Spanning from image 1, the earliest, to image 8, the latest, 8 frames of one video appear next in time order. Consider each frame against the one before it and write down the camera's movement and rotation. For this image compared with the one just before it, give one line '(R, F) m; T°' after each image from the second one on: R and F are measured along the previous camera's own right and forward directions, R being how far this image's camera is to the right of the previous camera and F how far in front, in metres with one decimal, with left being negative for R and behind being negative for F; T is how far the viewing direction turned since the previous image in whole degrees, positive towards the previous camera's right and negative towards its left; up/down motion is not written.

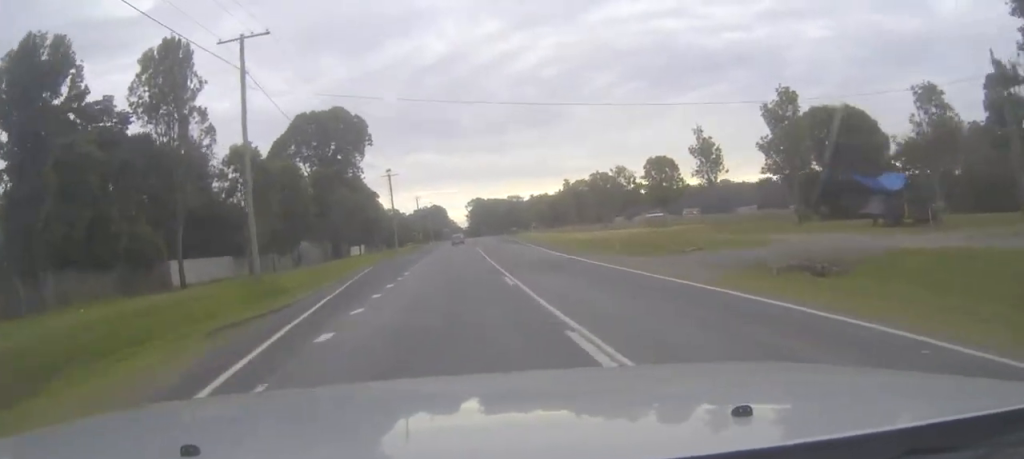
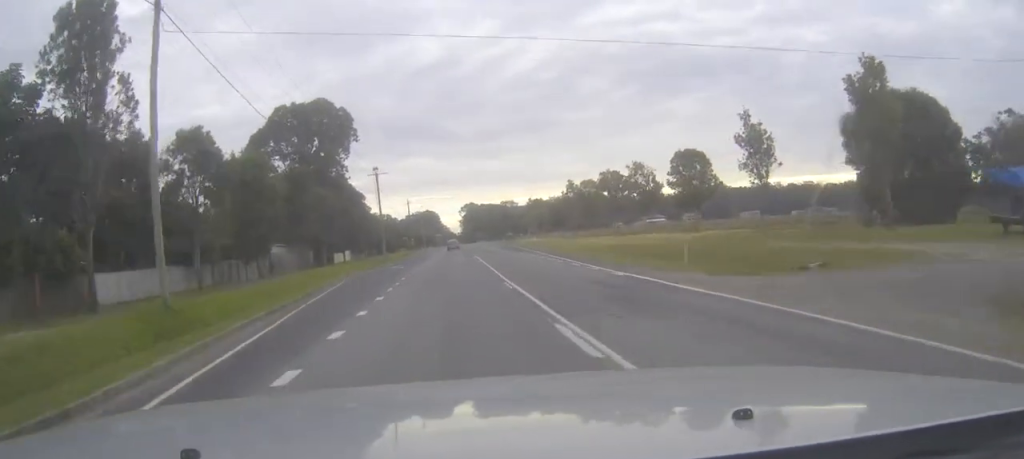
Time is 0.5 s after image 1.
(0.0, +10.7) m; 0°
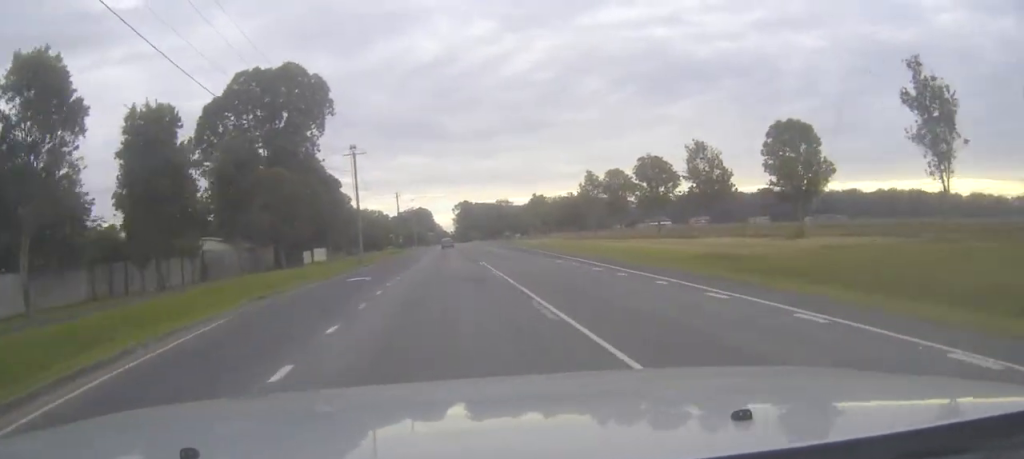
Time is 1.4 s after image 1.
(0.0, +20.0) m; 0°
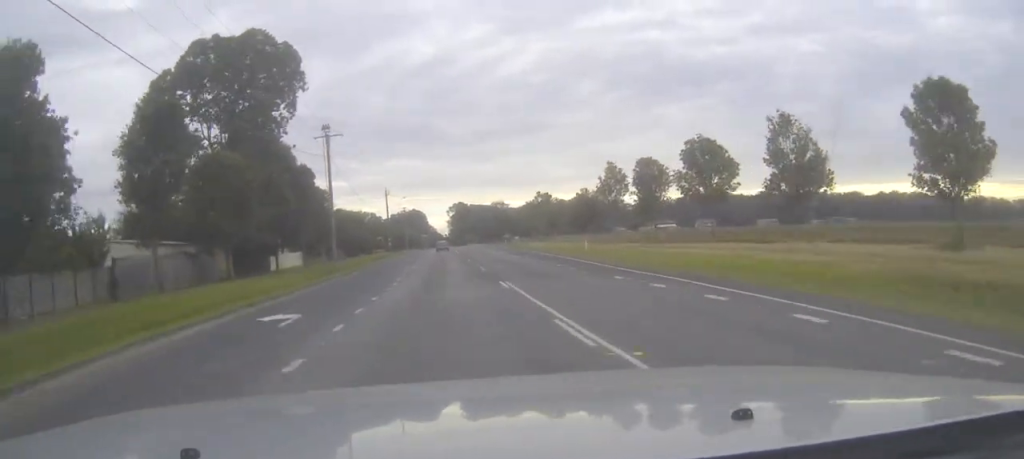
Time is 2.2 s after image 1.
(0.0, +15.7) m; 0°
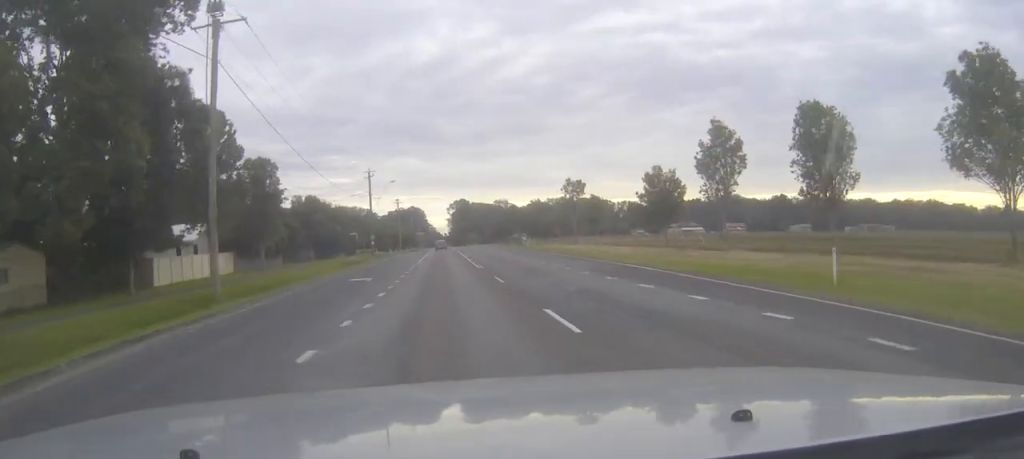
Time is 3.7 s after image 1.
(0.0, +33.4) m; 0°
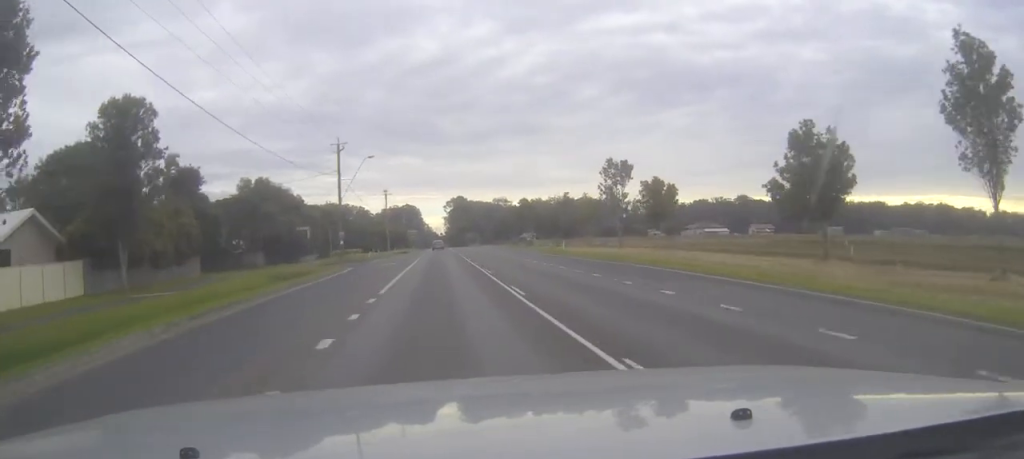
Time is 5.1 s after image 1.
(+0.1, +29.3) m; 0°
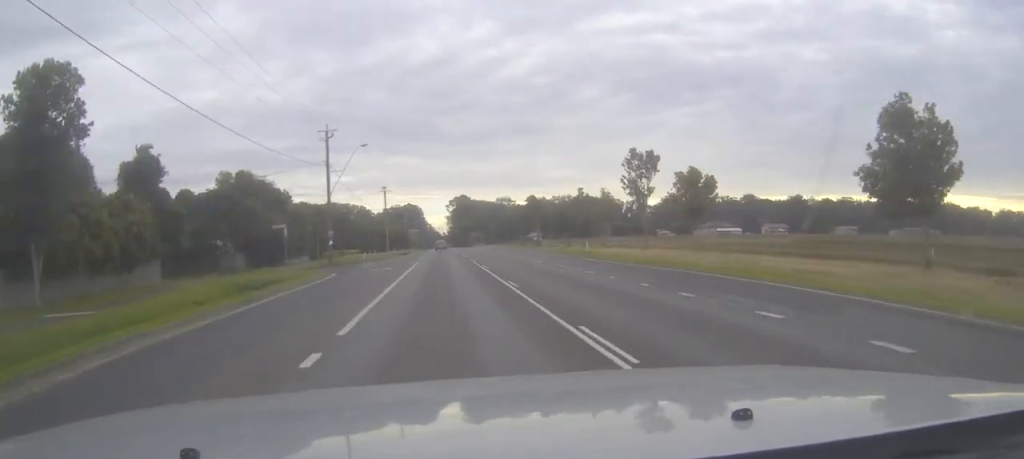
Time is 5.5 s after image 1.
(0.0, +9.3) m; 0°
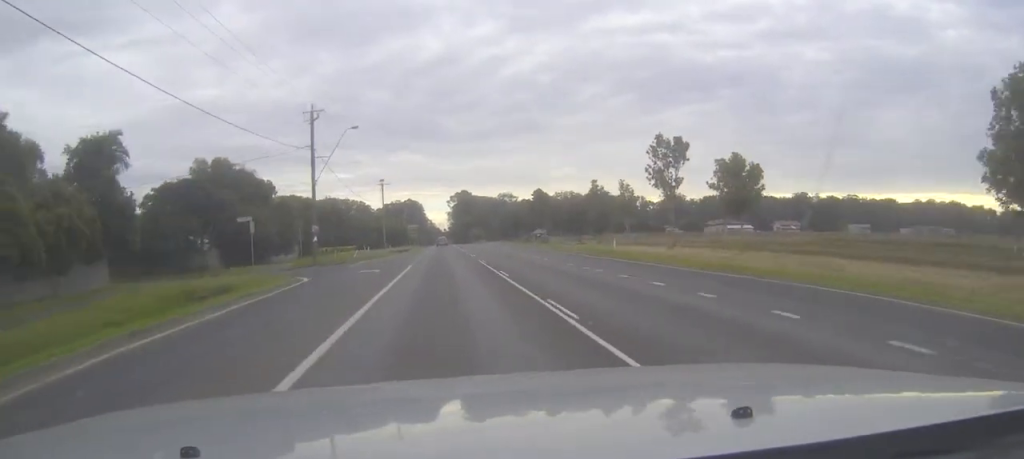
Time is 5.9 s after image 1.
(0.0, +8.6) m; 0°
